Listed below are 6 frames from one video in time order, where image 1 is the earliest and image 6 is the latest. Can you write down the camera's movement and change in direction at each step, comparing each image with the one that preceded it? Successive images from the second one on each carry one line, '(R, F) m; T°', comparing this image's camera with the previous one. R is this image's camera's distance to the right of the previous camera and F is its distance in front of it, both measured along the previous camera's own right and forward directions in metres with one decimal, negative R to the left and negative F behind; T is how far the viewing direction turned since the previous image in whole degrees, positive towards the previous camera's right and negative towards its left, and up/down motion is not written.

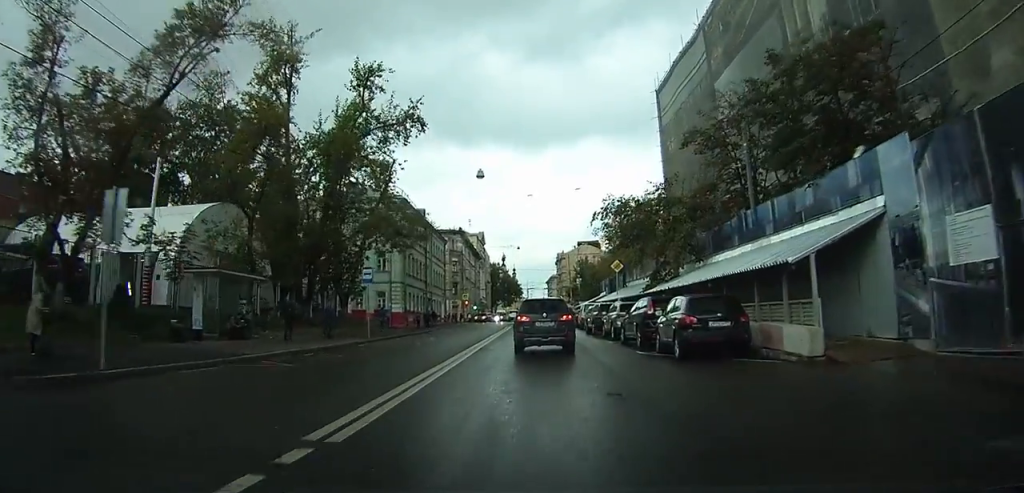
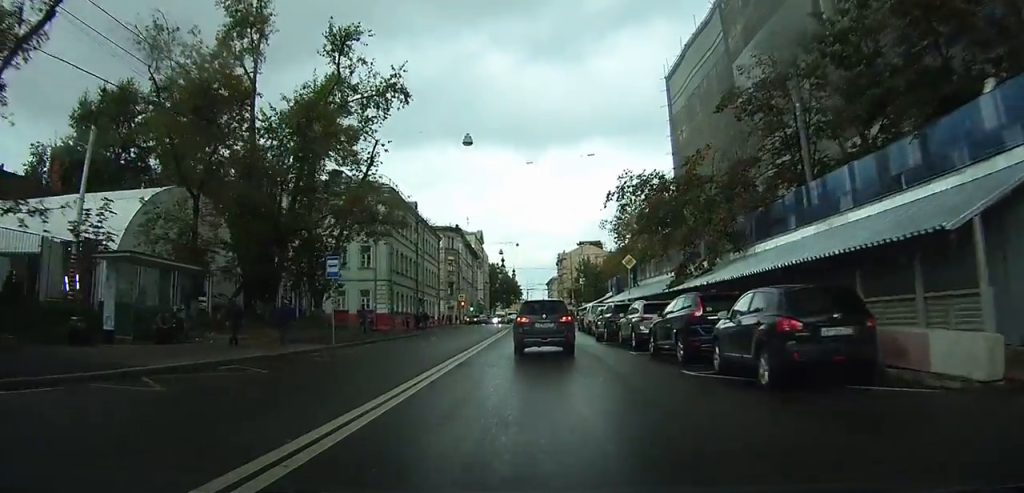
(0.0, +5.4) m; 0°
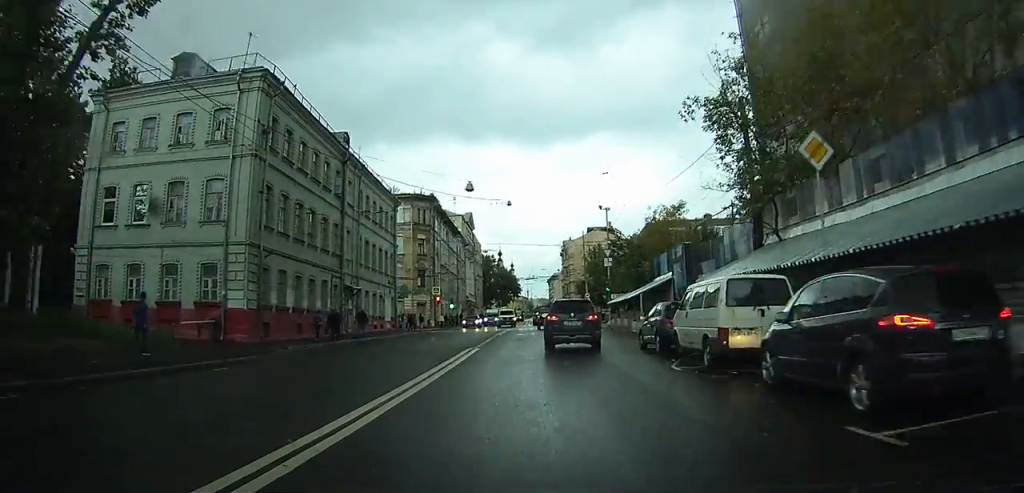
(+0.2, +25.8) m; +1°
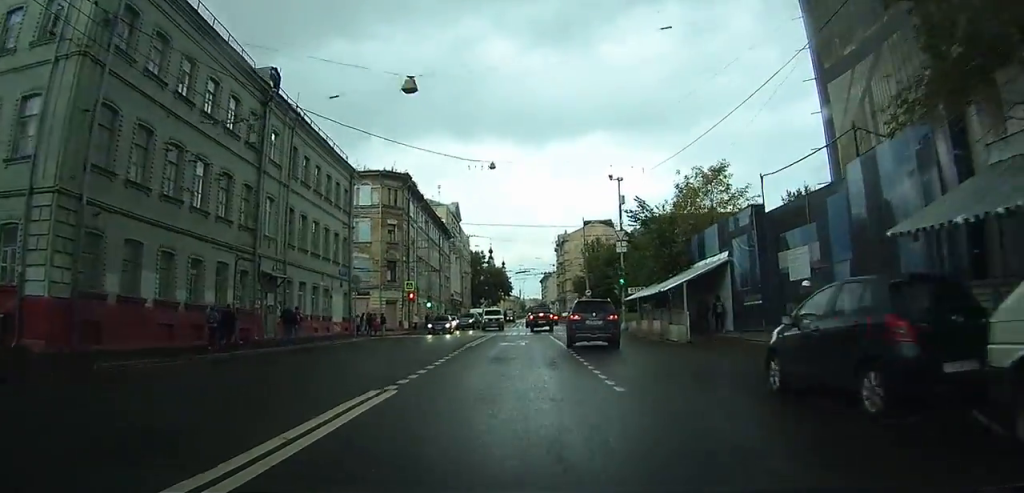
(0.0, +11.8) m; 0°
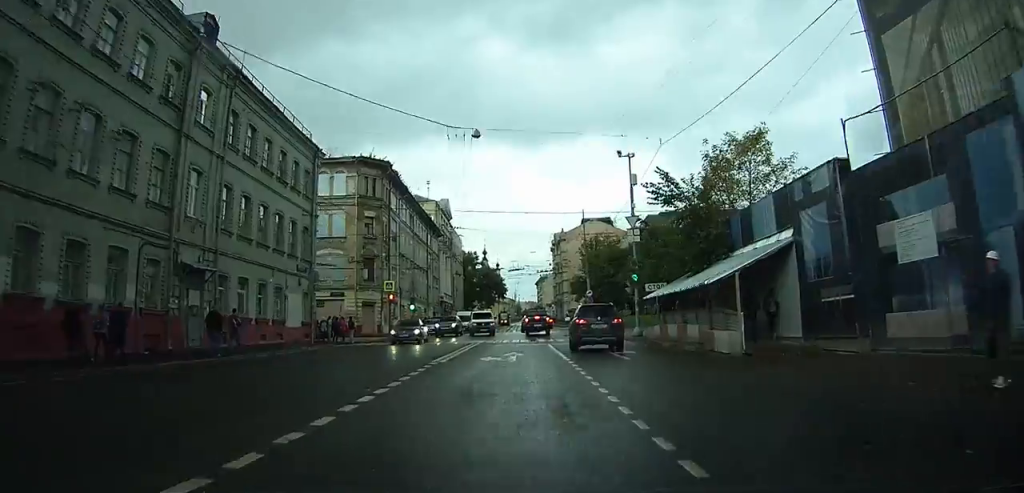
(0.0, +6.9) m; 0°
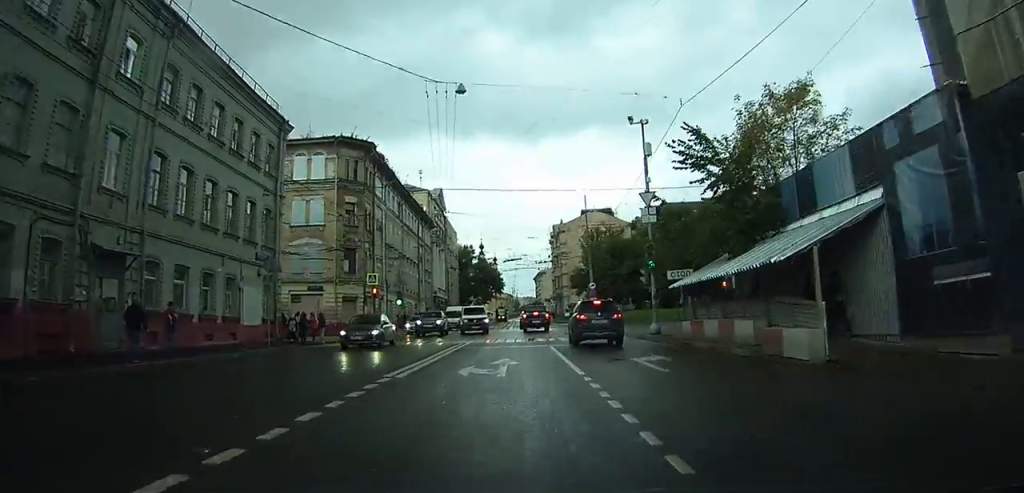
(0.0, +5.2) m; 0°
